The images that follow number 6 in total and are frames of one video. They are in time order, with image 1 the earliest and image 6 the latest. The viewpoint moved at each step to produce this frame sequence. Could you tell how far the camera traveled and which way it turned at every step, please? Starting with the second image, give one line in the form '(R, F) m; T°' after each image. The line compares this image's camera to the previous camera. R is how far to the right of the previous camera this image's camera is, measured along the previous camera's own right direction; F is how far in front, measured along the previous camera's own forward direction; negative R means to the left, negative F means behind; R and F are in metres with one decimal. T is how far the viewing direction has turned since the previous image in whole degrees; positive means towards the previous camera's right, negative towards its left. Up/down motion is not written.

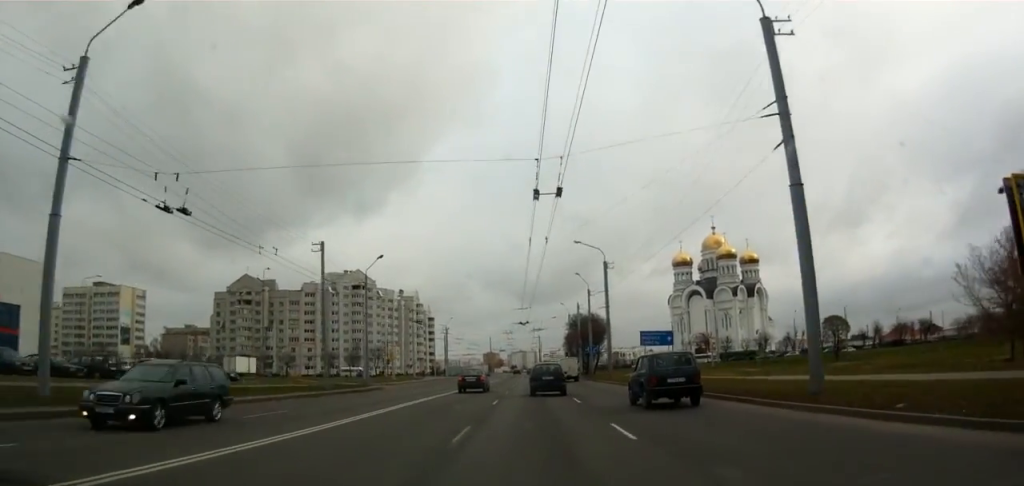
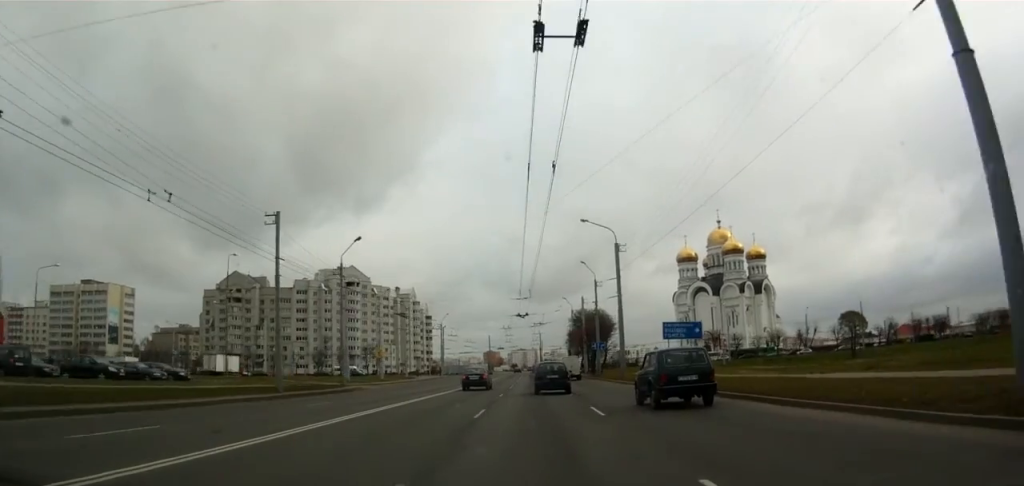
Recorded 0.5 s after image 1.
(-0.2, +7.1) m; 0°
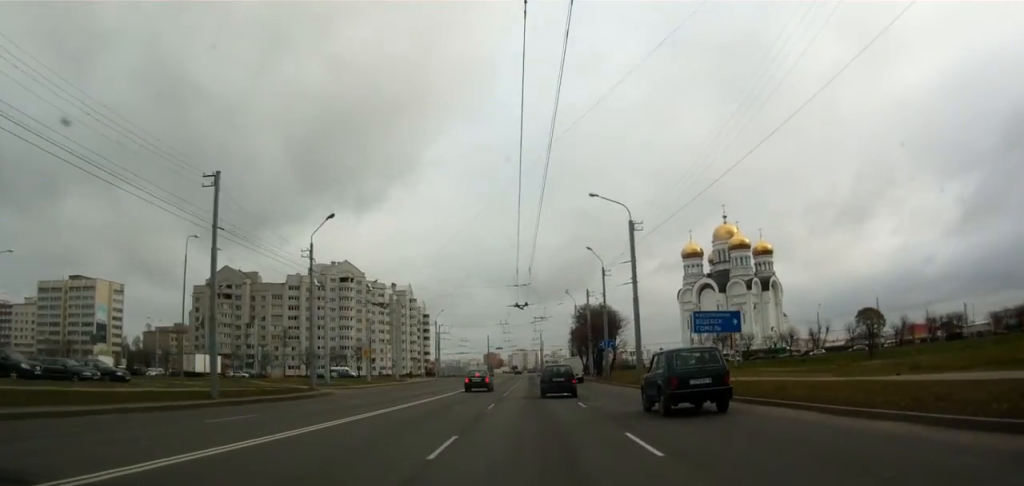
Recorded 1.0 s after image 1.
(-0.1, +7.2) m; 0°
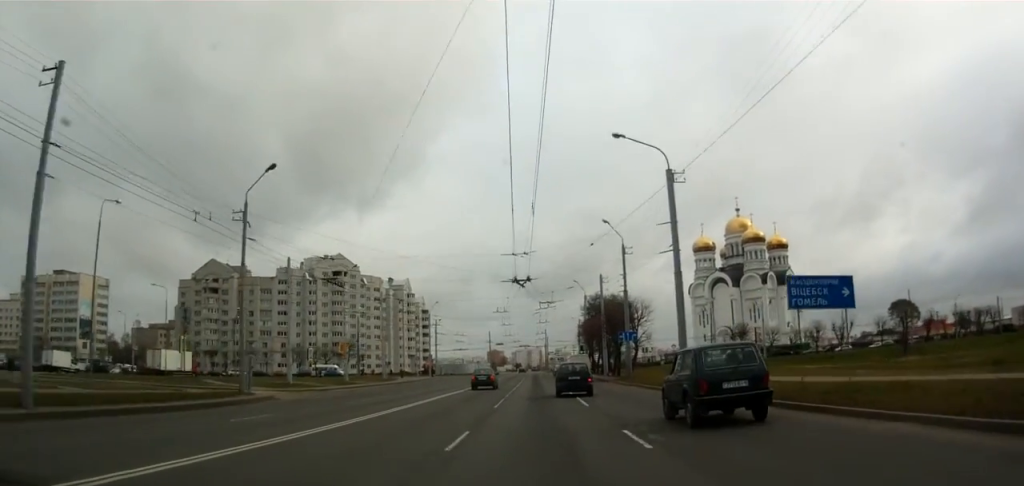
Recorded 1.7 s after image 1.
(+0.2, +10.9) m; -1°
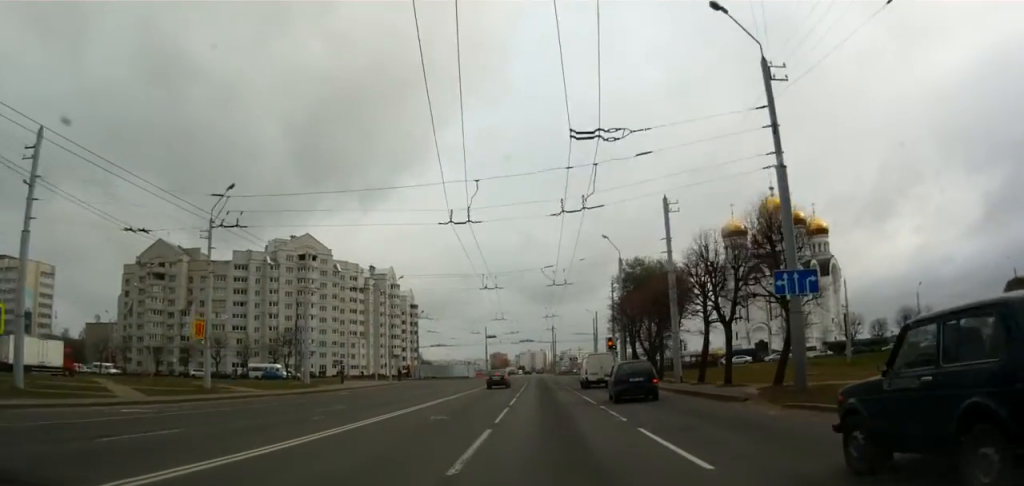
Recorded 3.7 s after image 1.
(-0.4, +30.8) m; 0°
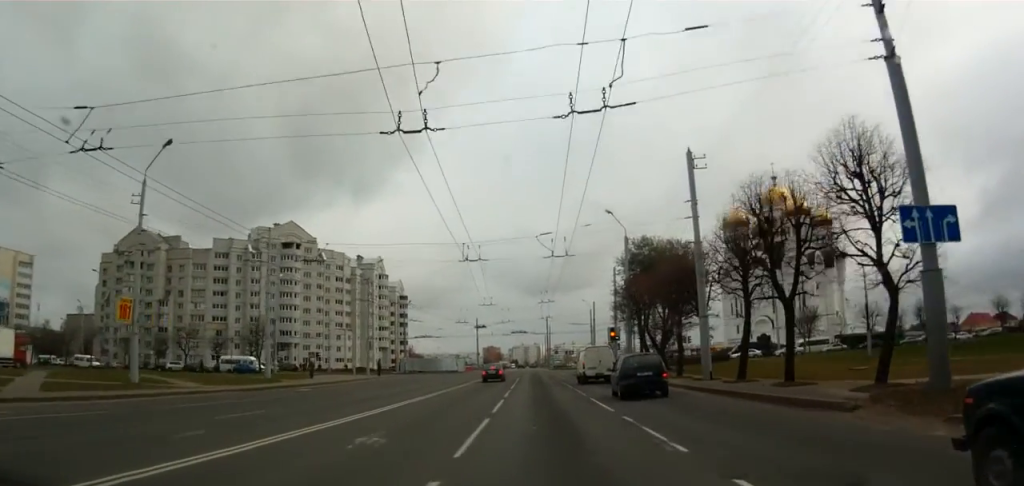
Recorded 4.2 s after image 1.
(0.0, +7.2) m; 0°
